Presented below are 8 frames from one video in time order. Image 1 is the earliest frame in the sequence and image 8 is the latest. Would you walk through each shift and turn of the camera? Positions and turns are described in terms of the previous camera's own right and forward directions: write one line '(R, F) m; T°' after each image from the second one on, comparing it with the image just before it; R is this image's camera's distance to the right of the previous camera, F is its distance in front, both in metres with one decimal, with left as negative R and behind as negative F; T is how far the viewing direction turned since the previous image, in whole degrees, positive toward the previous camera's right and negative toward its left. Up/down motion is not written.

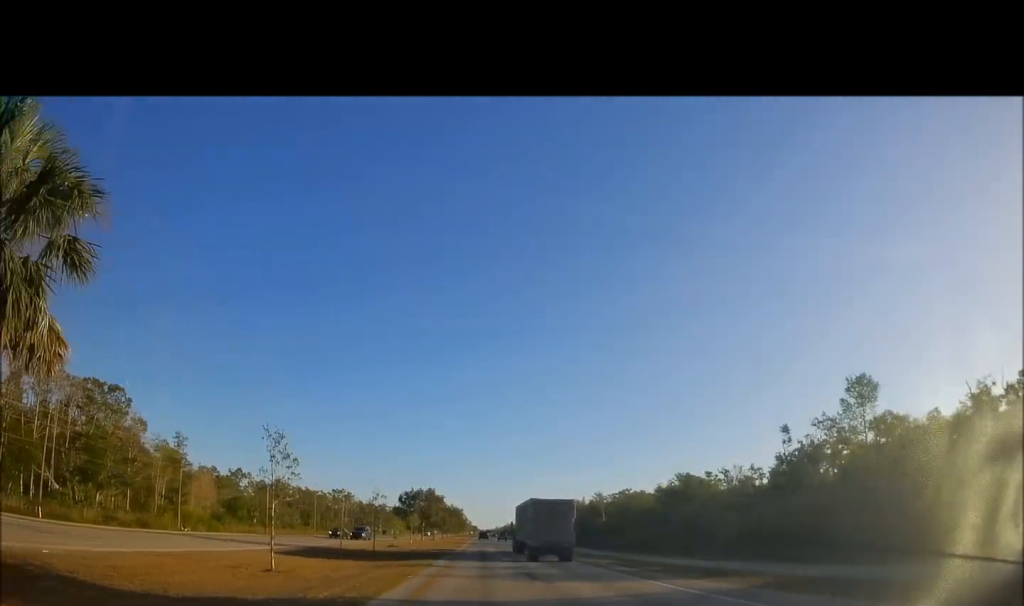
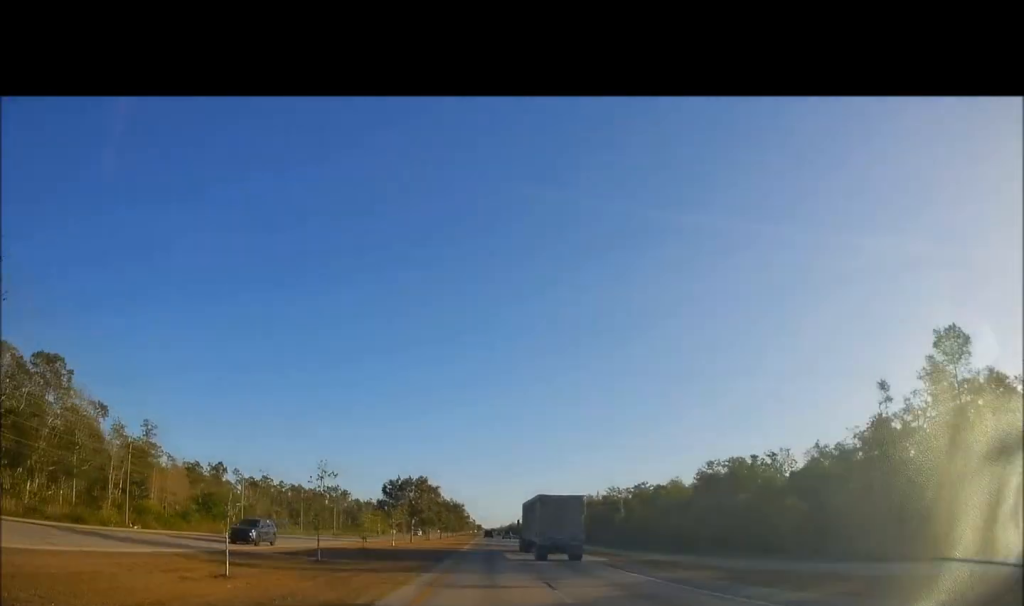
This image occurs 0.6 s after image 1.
(-0.1, +16.8) m; 0°
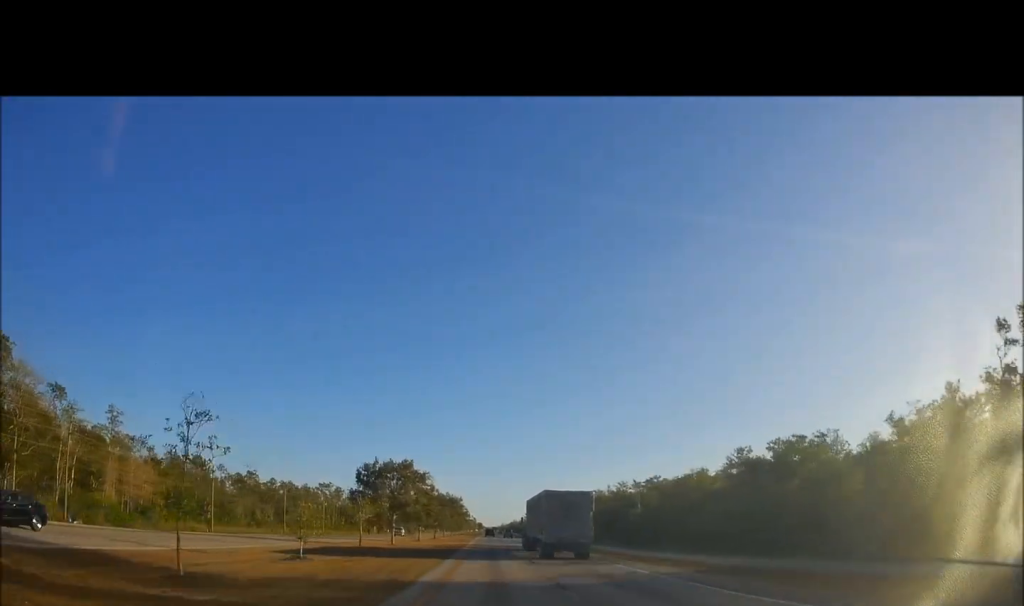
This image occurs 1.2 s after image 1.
(+0.1, +14.2) m; 0°
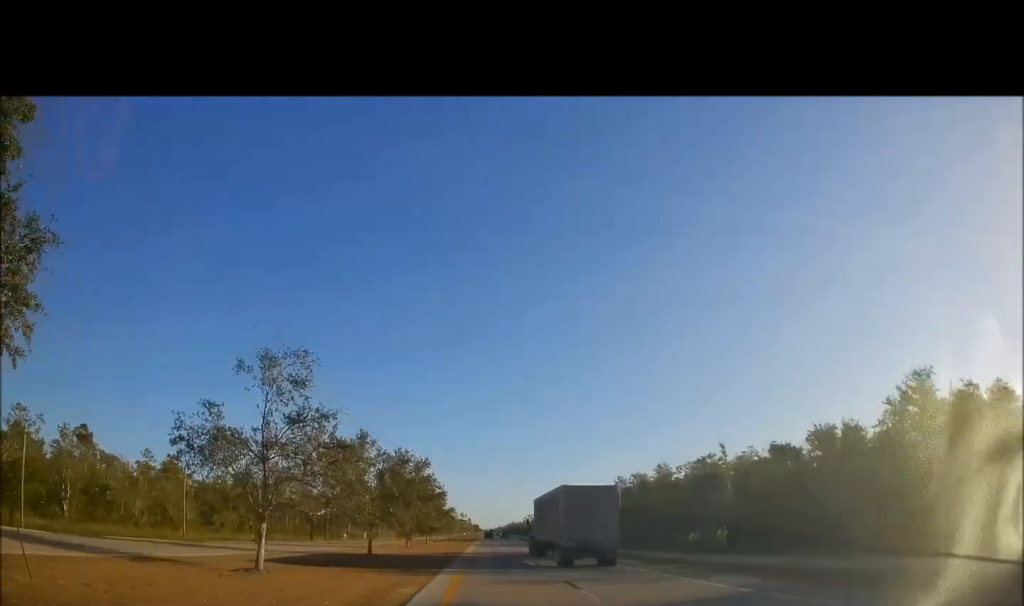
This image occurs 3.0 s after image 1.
(-0.7, +48.6) m; -1°
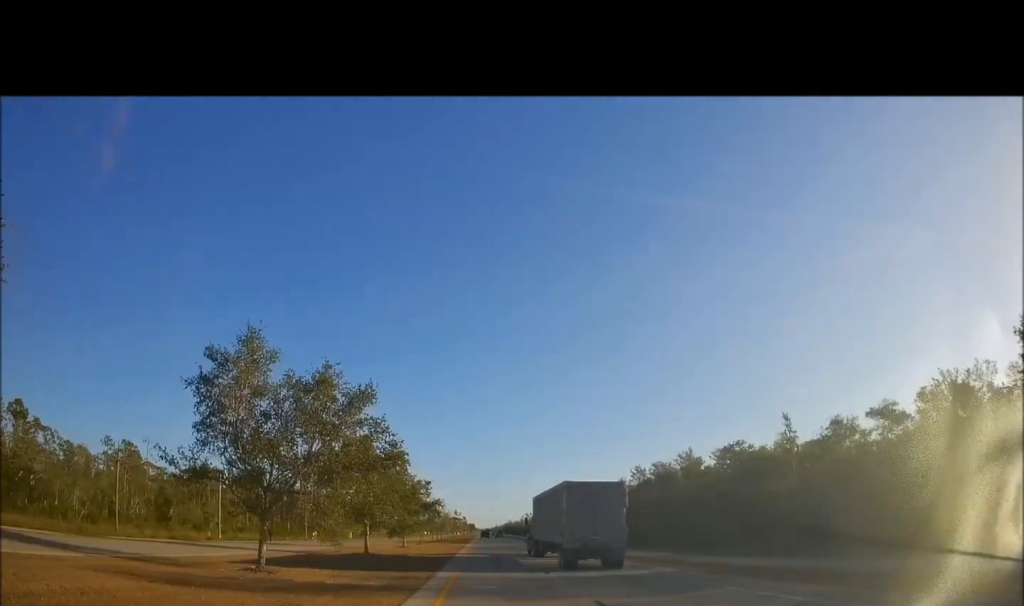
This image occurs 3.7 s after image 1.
(+0.1, +18.5) m; 0°
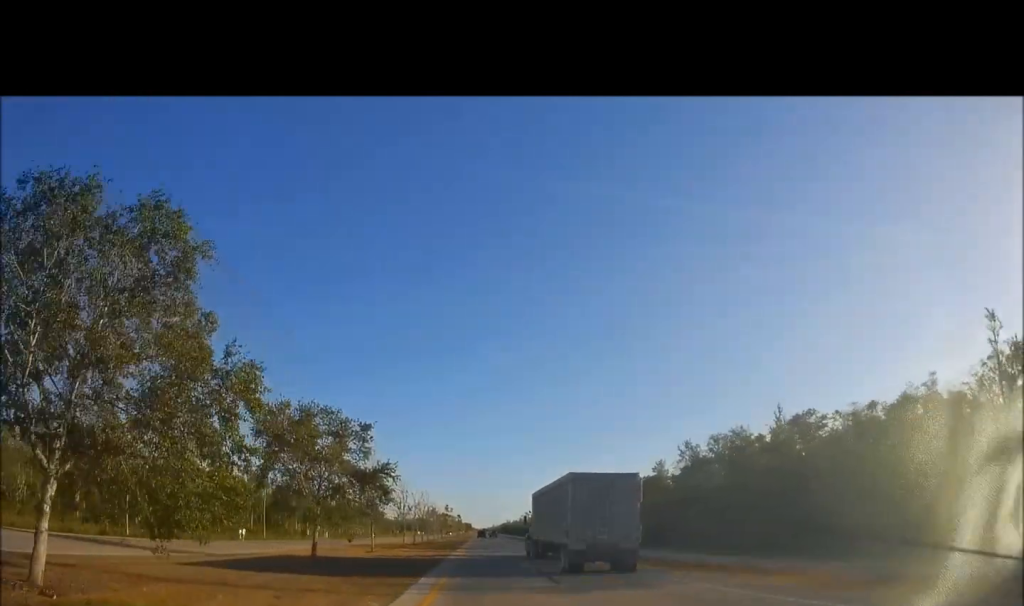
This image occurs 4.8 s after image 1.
(+0.3, +29.9) m; +1°
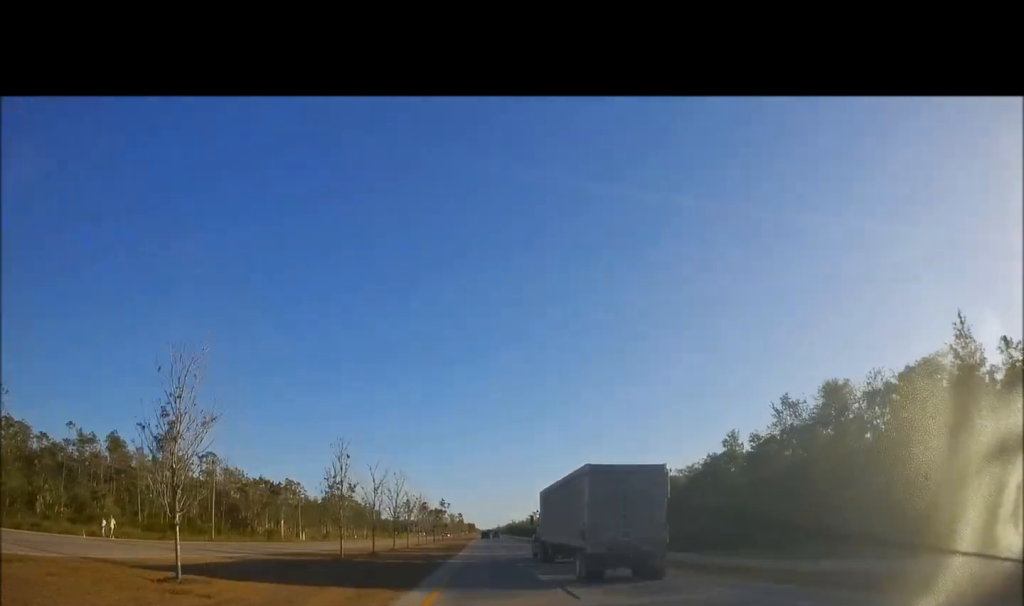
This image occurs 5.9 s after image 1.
(+0.1, +28.1) m; 0°
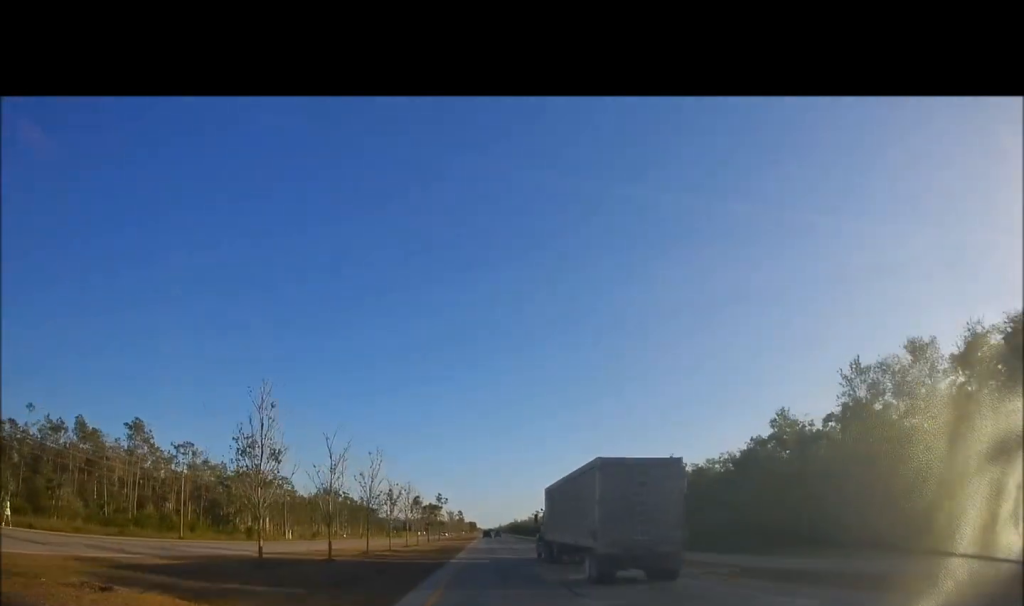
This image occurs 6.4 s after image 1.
(0.0, +12.3) m; 0°
